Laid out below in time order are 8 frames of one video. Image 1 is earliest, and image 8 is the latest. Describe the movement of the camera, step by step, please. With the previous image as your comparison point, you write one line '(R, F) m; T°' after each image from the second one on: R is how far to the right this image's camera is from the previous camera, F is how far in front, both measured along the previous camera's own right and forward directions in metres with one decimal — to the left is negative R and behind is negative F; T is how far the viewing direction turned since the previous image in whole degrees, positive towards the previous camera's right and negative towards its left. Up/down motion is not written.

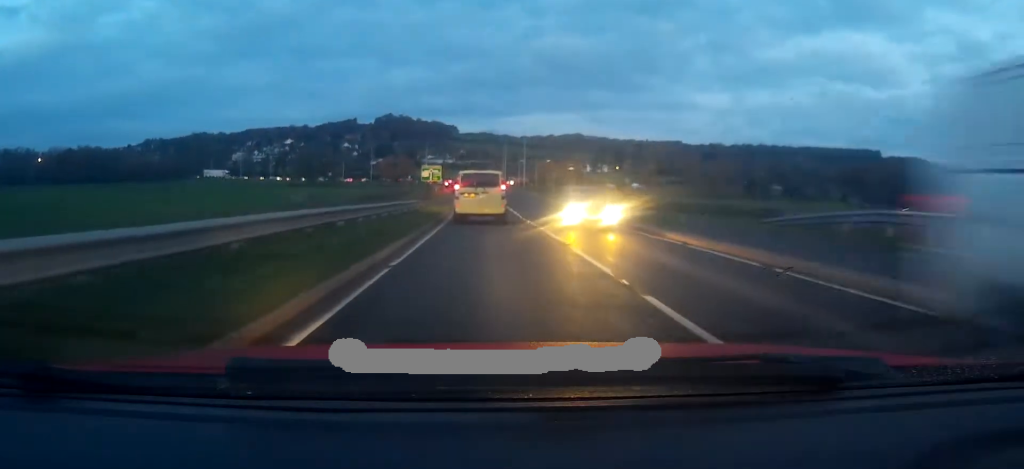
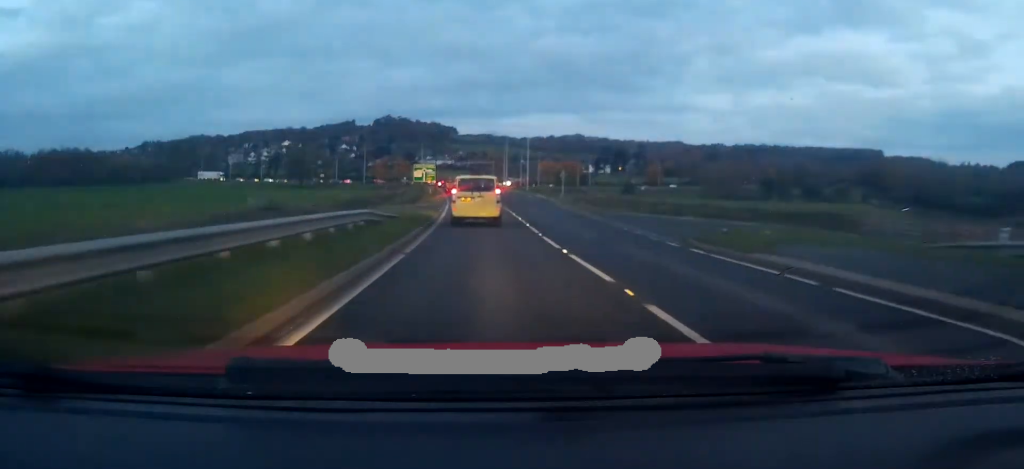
(-0.4, +12.4) m; 0°
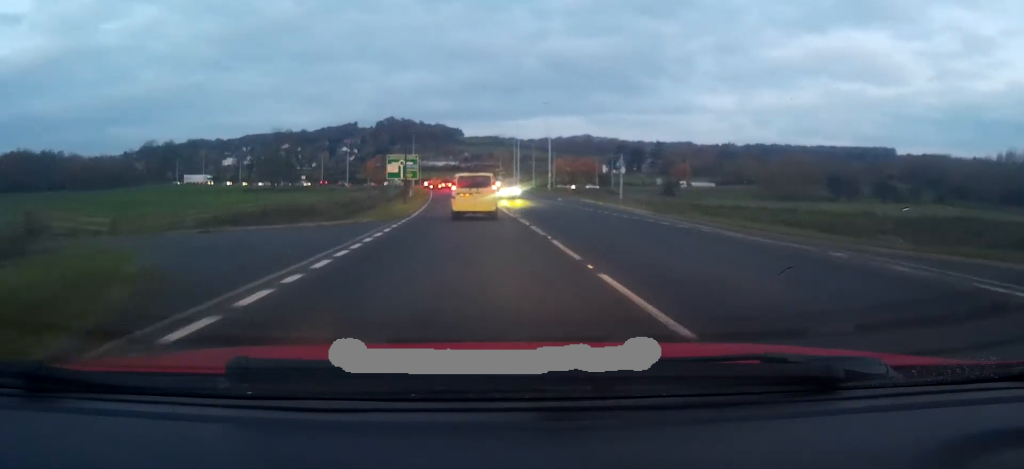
(+1.2, +33.7) m; 0°
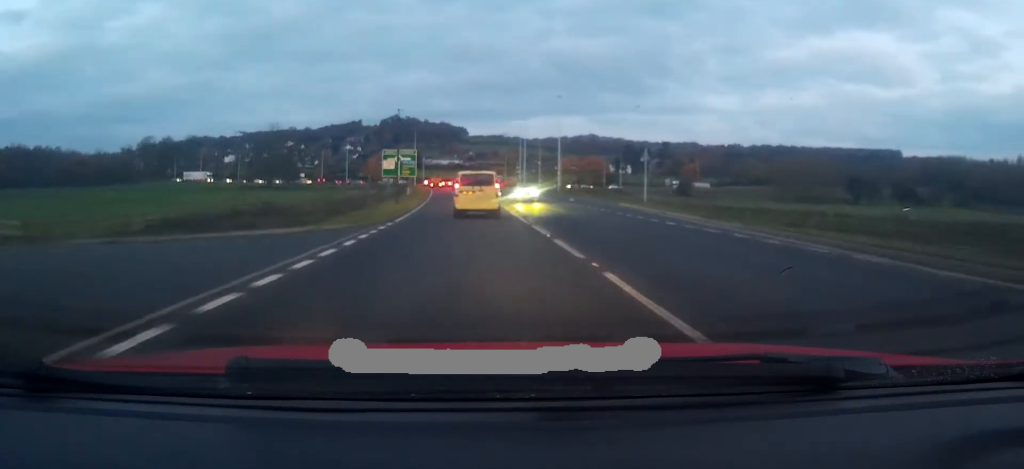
(+0.1, +6.1) m; -1°
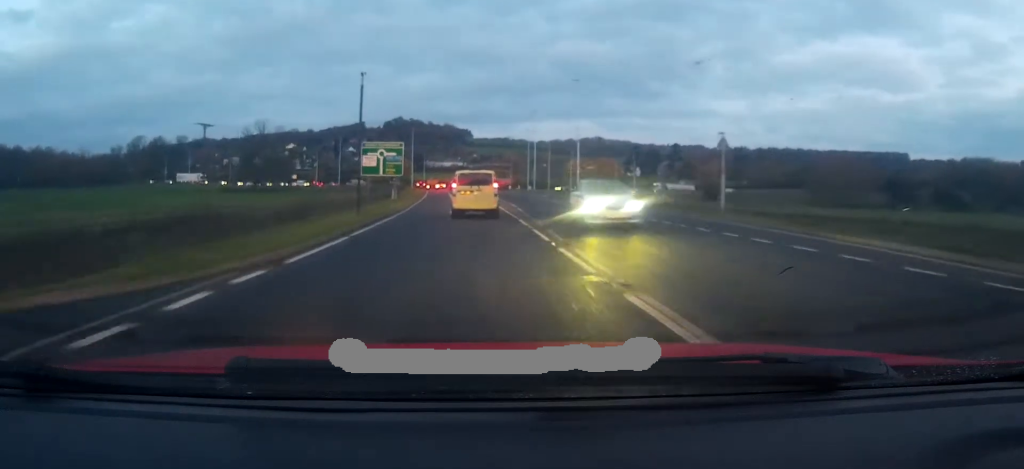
(-0.5, +13.4) m; -1°
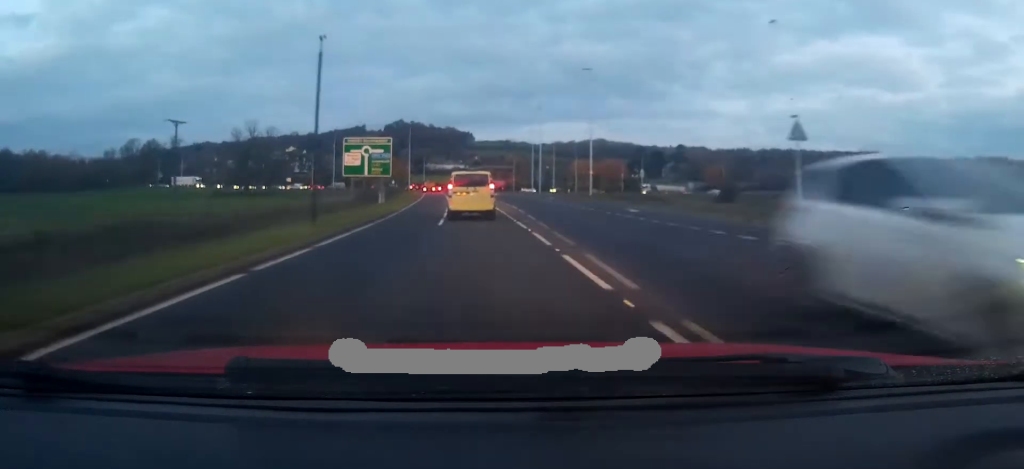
(+0.2, +7.2) m; +1°
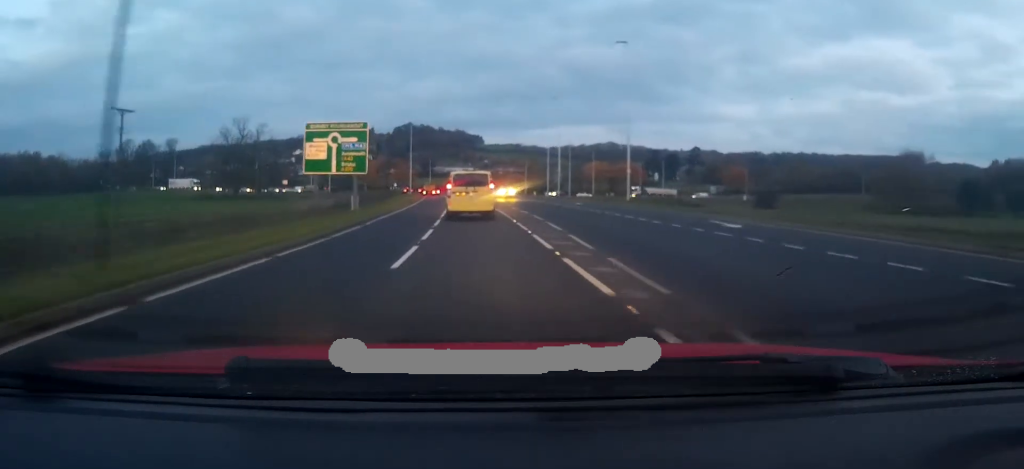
(+0.2, +12.0) m; 0°
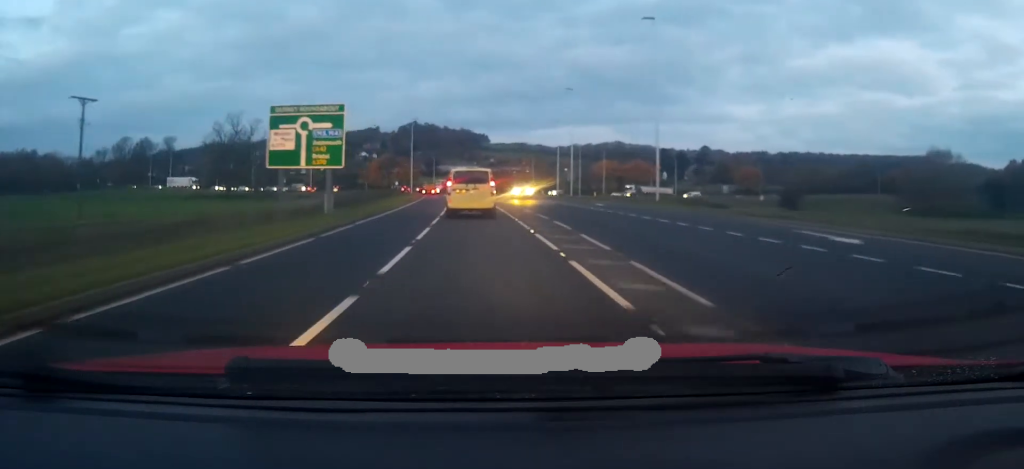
(+0.1, +6.6) m; -1°
